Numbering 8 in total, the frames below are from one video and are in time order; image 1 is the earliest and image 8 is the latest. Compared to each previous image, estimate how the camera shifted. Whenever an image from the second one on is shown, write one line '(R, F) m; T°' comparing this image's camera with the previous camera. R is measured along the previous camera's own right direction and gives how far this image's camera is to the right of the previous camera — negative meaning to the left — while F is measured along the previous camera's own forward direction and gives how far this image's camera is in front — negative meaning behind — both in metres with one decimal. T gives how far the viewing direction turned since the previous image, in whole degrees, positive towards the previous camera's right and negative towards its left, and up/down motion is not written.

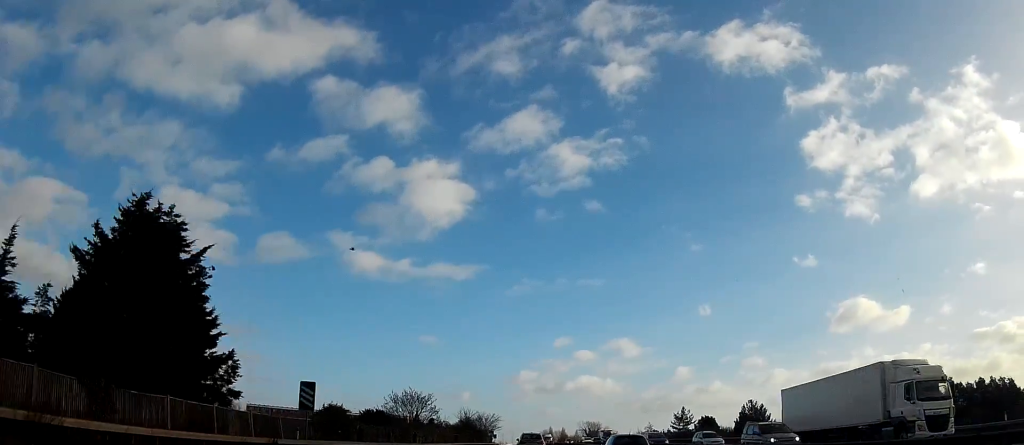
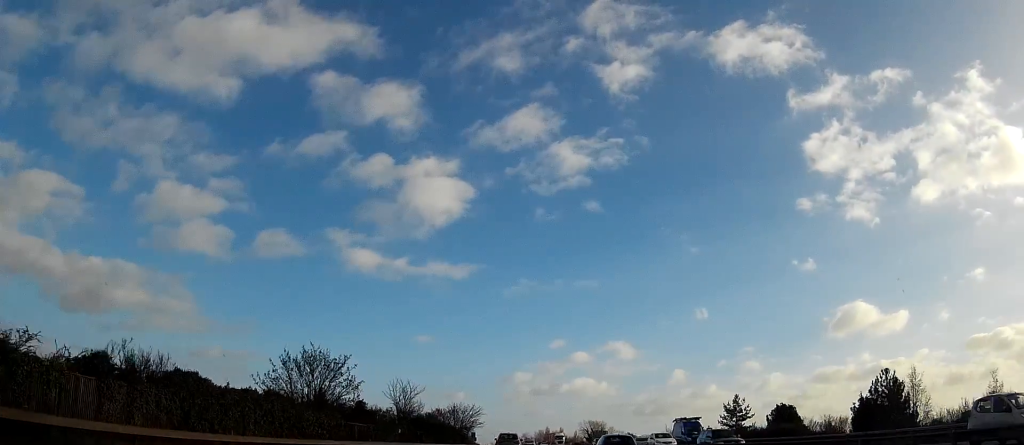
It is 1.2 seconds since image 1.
(-0.1, +38.6) m; 0°
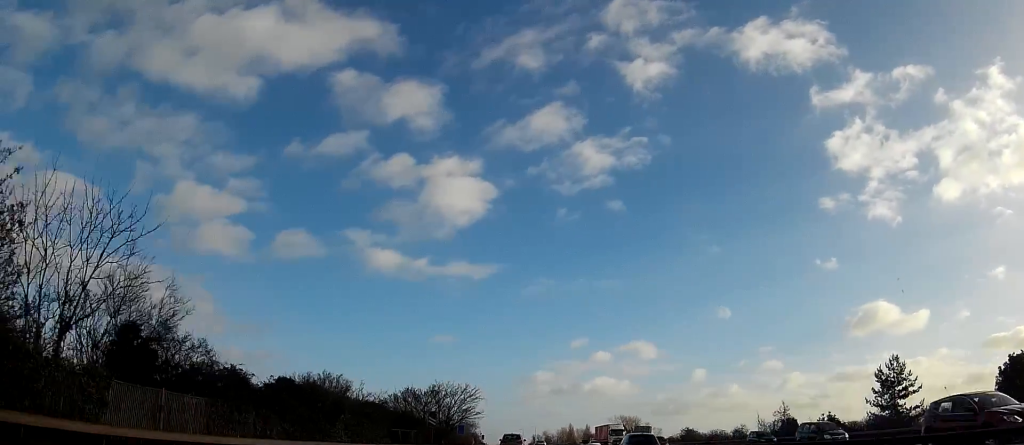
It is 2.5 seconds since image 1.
(0.0, +40.1) m; 0°
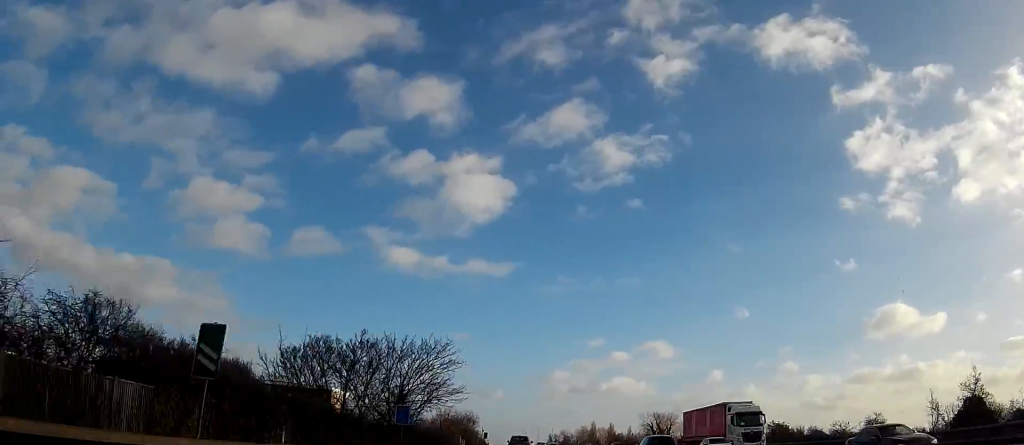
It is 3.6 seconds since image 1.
(-0.2, +34.1) m; -1°
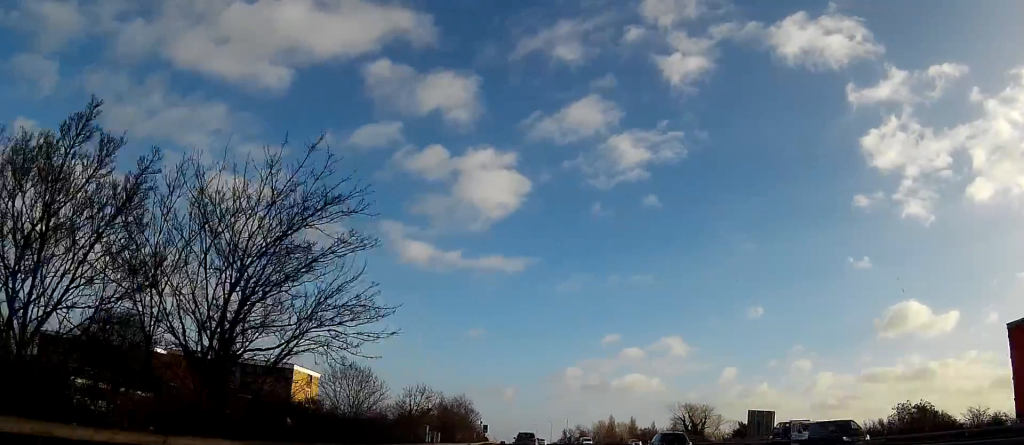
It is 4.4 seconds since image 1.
(-0.2, +26.7) m; -1°
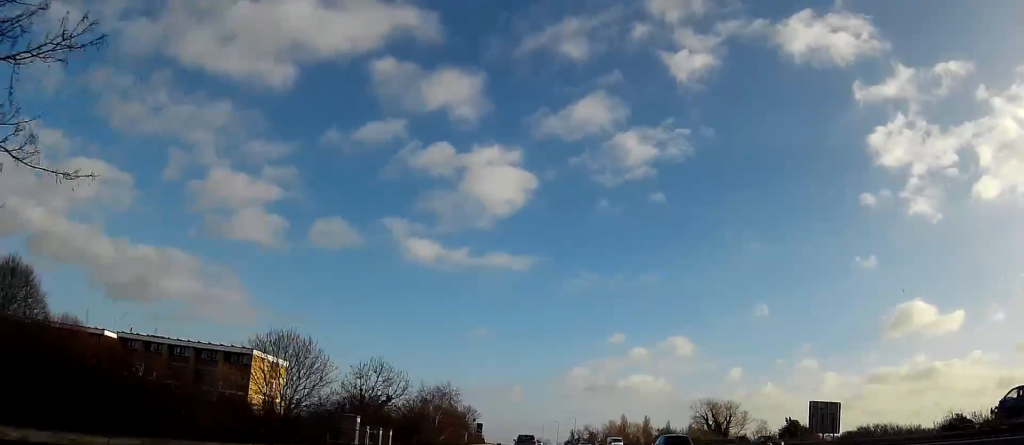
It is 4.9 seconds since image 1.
(-0.3, +17.2) m; -1°
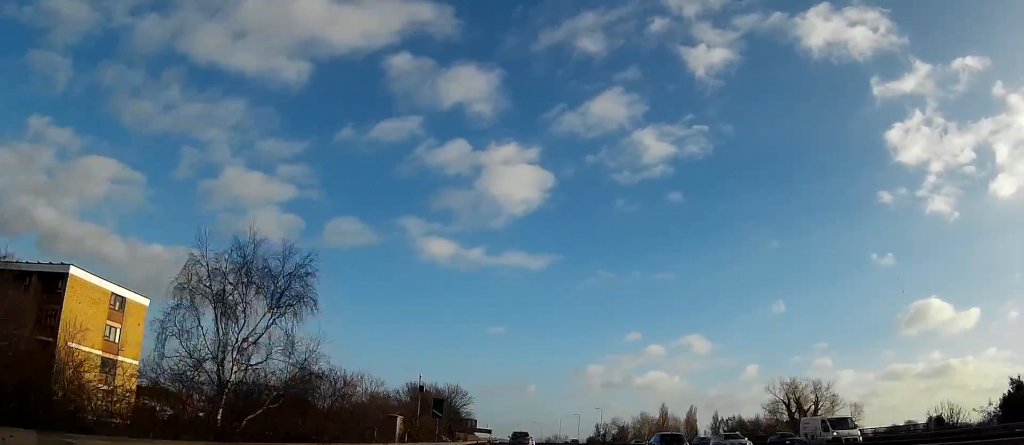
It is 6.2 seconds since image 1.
(-1.2, +40.6) m; -3°
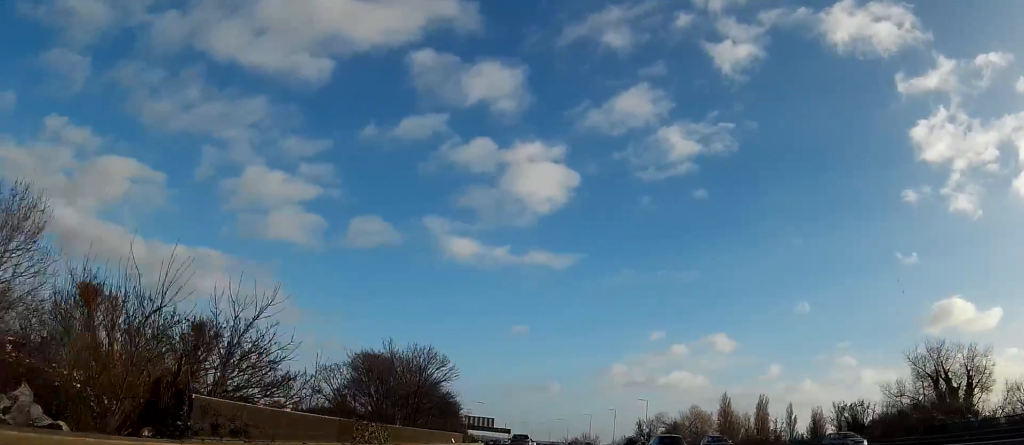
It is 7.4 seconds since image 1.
(-0.2, +37.4) m; -2°
